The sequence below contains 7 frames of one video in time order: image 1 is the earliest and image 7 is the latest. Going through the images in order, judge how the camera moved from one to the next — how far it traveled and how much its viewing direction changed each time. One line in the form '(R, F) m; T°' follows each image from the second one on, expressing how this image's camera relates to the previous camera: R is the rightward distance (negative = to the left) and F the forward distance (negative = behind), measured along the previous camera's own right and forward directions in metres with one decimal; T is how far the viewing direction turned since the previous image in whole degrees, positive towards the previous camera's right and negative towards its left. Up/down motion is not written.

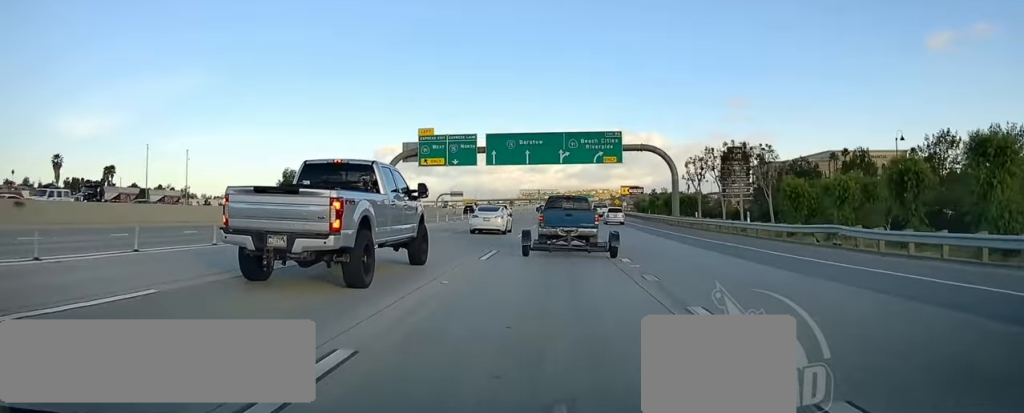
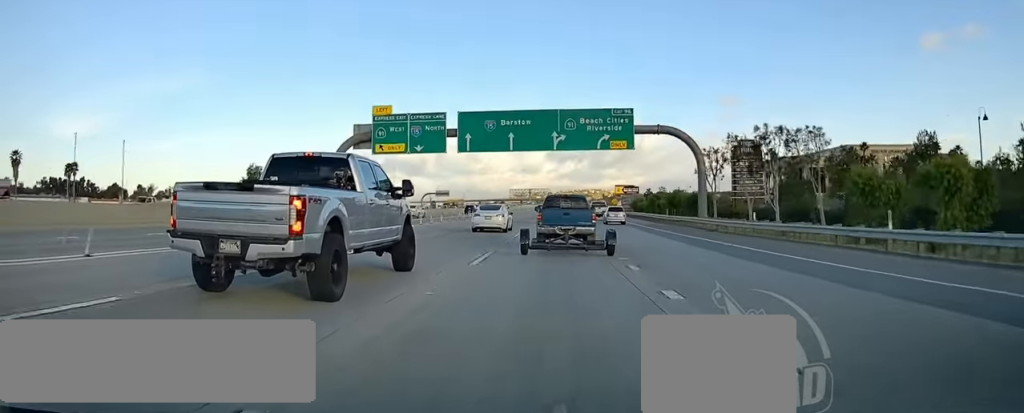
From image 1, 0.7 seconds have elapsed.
(+0.1, +16.0) m; +2°
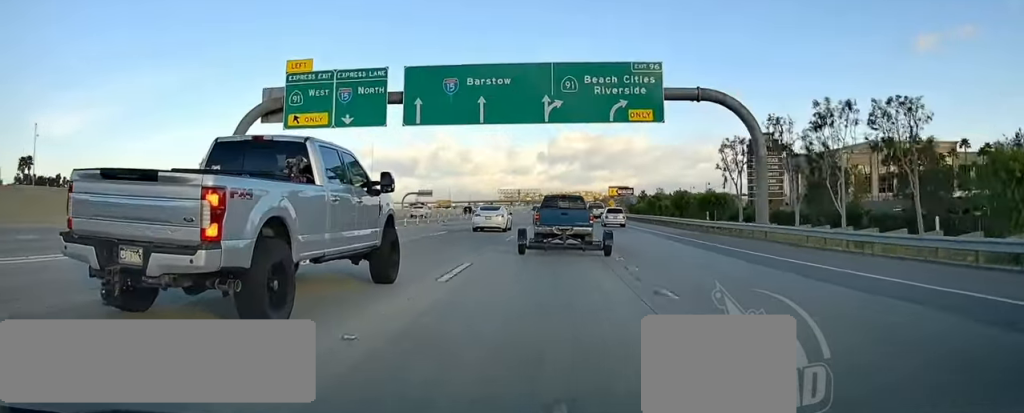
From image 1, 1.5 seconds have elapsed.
(+0.5, +17.7) m; +2°
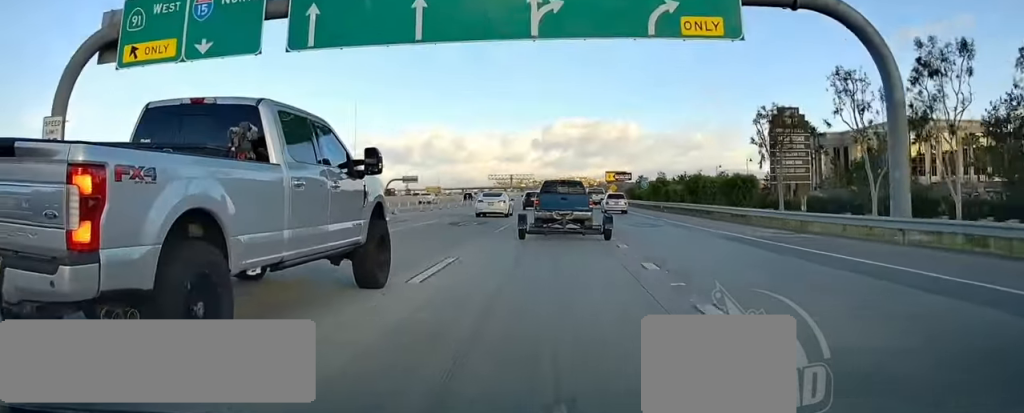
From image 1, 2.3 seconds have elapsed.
(0.0, +16.4) m; 0°
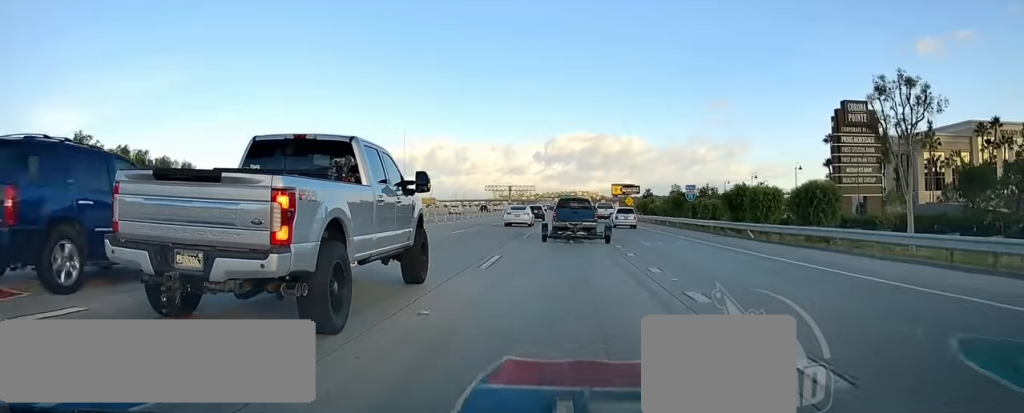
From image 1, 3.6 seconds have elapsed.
(+0.1, +30.7) m; 0°
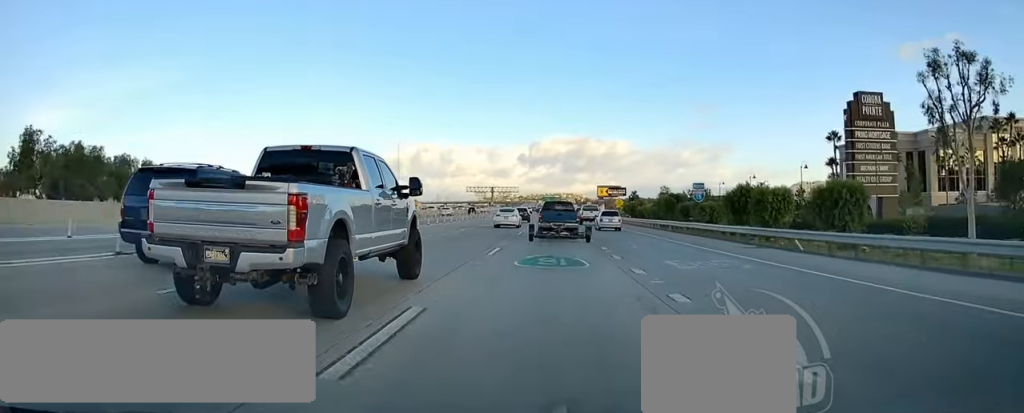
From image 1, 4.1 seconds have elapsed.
(-0.1, +10.7) m; -1°
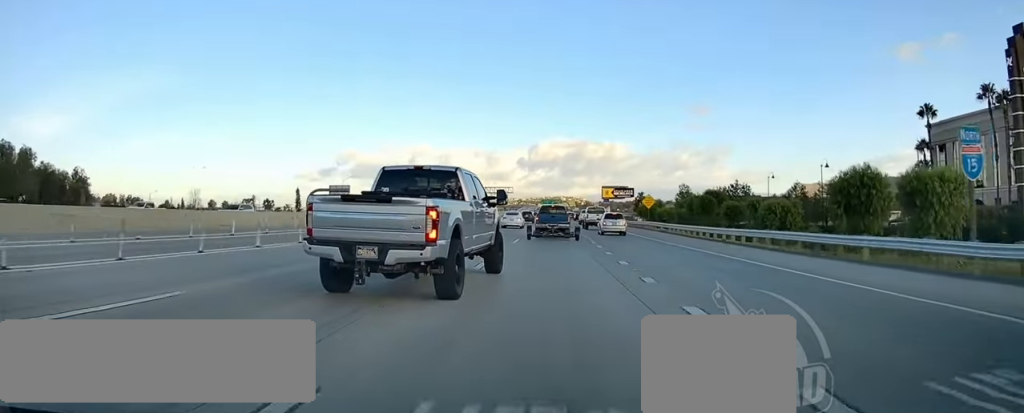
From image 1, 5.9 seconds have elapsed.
(0.0, +34.7) m; +2°
